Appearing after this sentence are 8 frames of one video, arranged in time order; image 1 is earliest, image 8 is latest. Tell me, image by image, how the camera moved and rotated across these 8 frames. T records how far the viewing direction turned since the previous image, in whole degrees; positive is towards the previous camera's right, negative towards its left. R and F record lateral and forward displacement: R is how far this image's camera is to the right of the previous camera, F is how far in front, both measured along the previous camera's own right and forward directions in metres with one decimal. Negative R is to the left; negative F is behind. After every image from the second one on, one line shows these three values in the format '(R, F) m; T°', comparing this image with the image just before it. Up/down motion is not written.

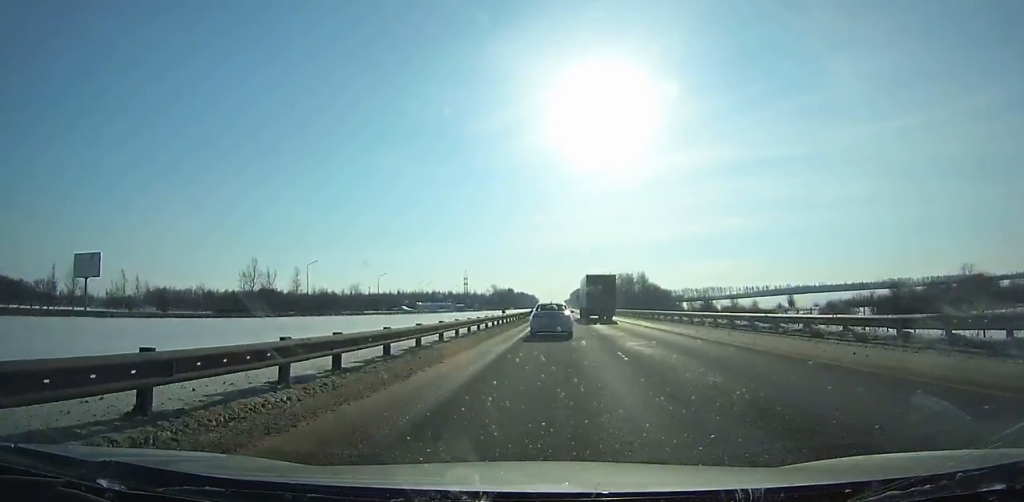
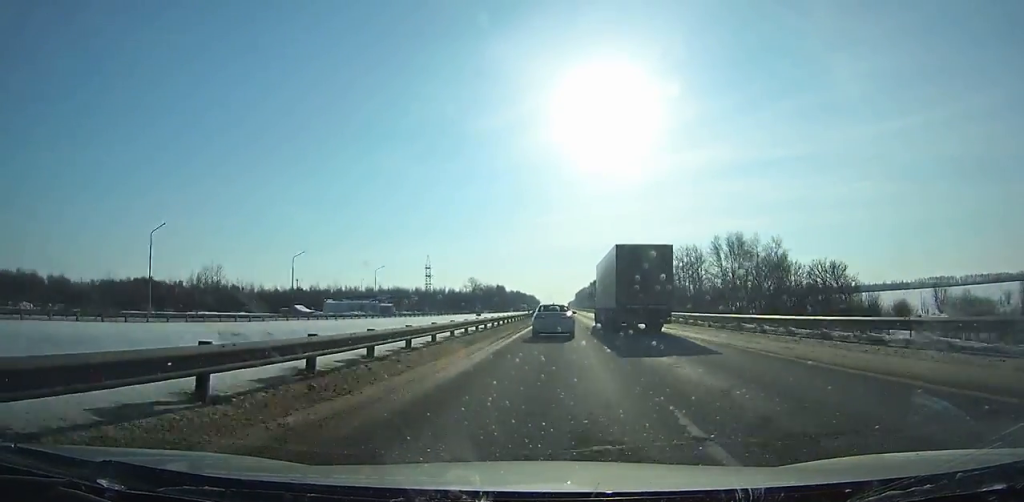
(-0.3, +129.8) m; 0°
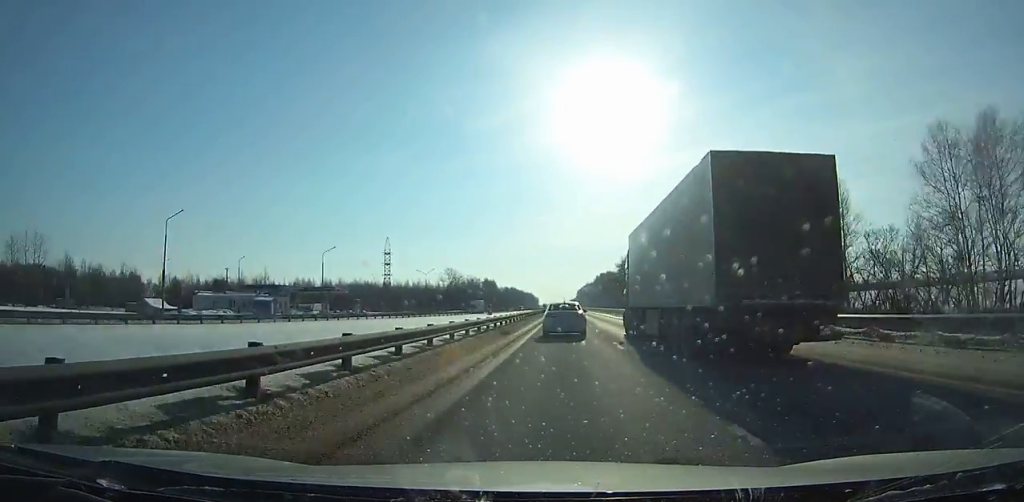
(-0.1, +71.0) m; 0°
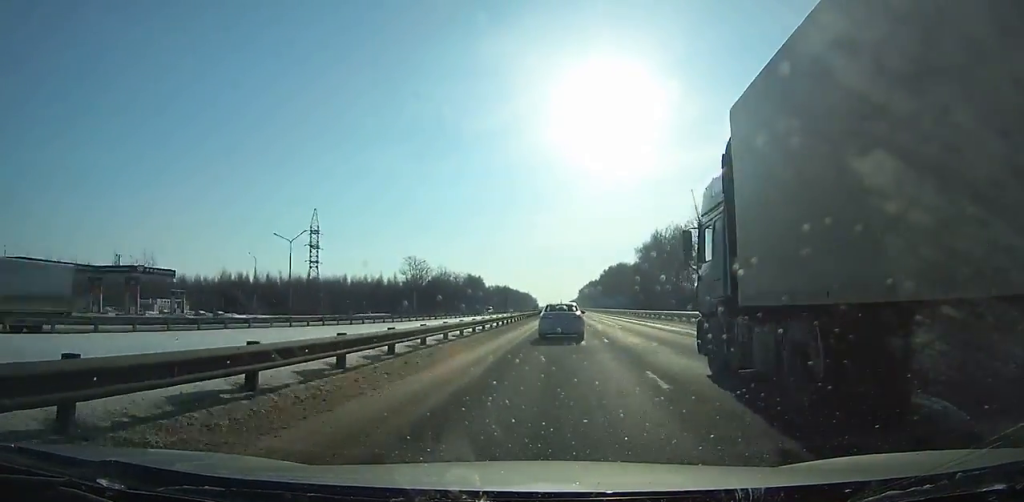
(0.0, +68.9) m; 0°
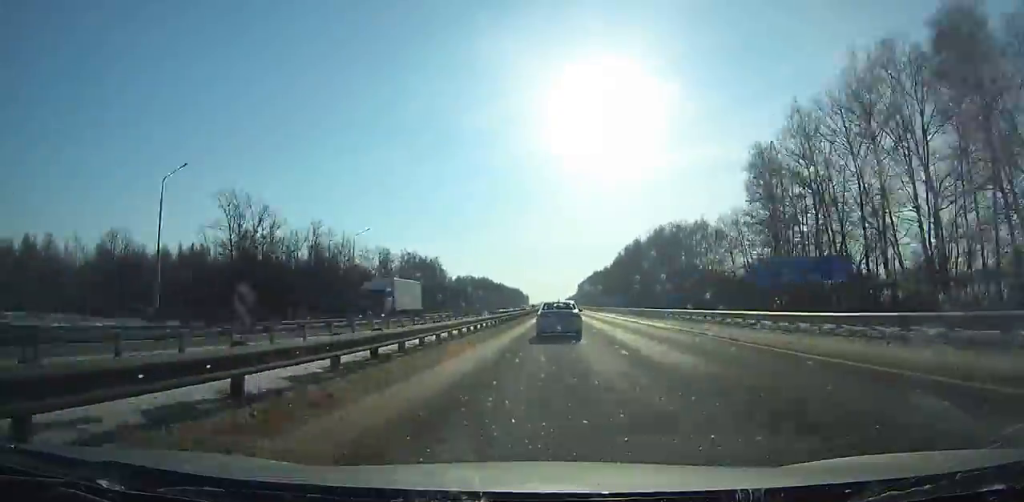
(+0.1, +114.5) m; 0°
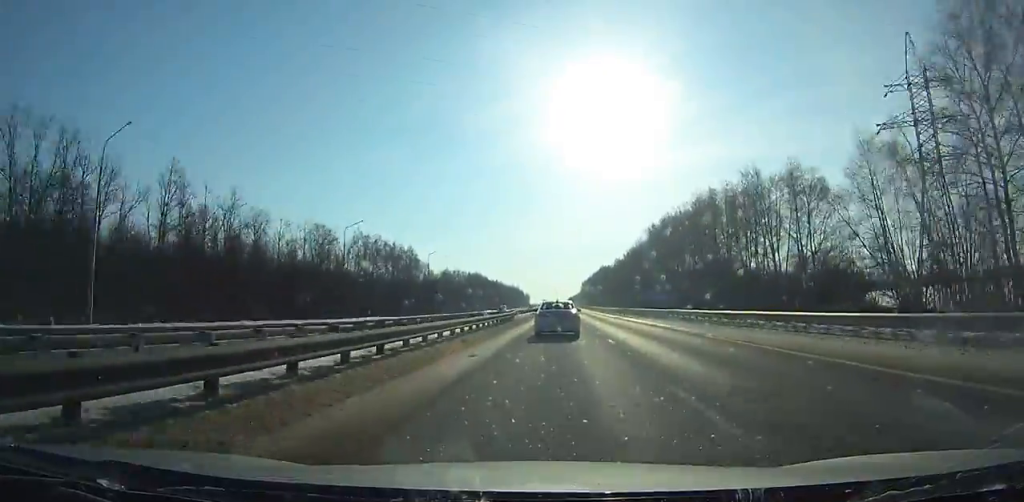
(0.0, +45.2) m; 0°
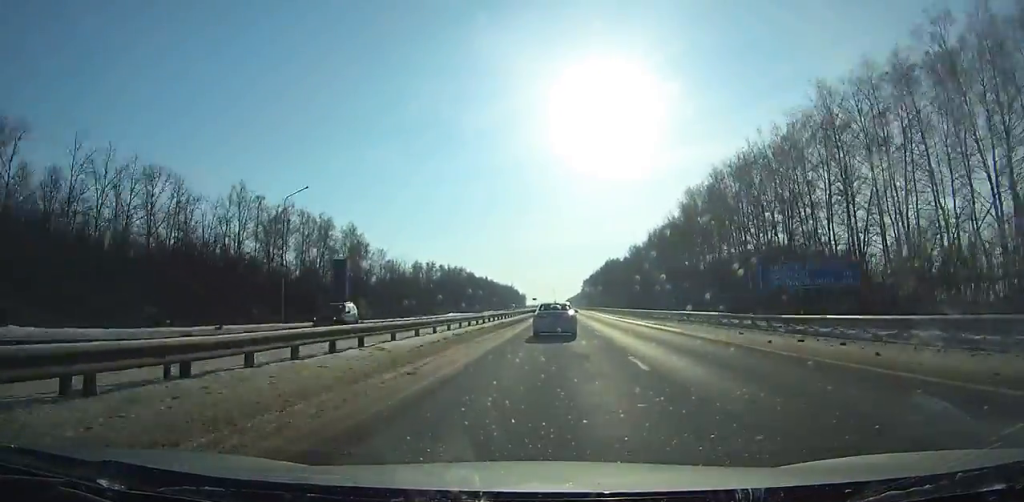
(0.0, +54.4) m; 0°
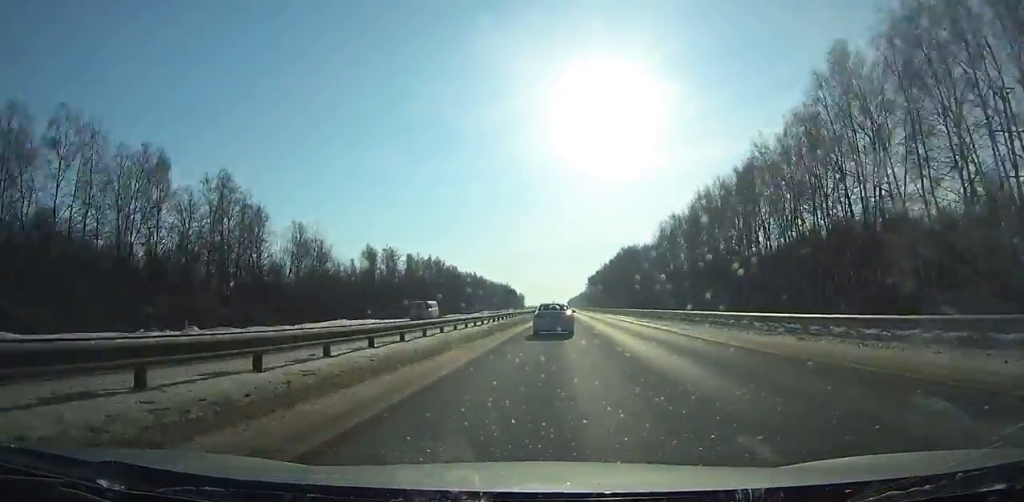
(0.0, +57.6) m; 0°
